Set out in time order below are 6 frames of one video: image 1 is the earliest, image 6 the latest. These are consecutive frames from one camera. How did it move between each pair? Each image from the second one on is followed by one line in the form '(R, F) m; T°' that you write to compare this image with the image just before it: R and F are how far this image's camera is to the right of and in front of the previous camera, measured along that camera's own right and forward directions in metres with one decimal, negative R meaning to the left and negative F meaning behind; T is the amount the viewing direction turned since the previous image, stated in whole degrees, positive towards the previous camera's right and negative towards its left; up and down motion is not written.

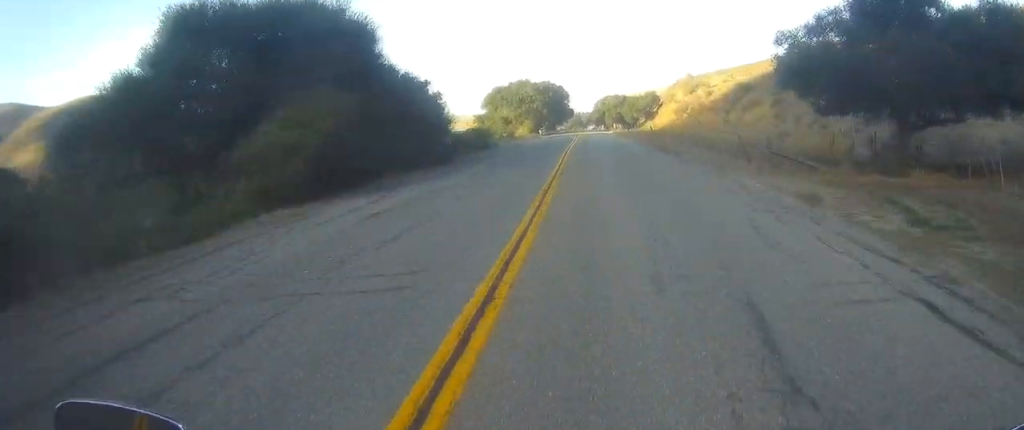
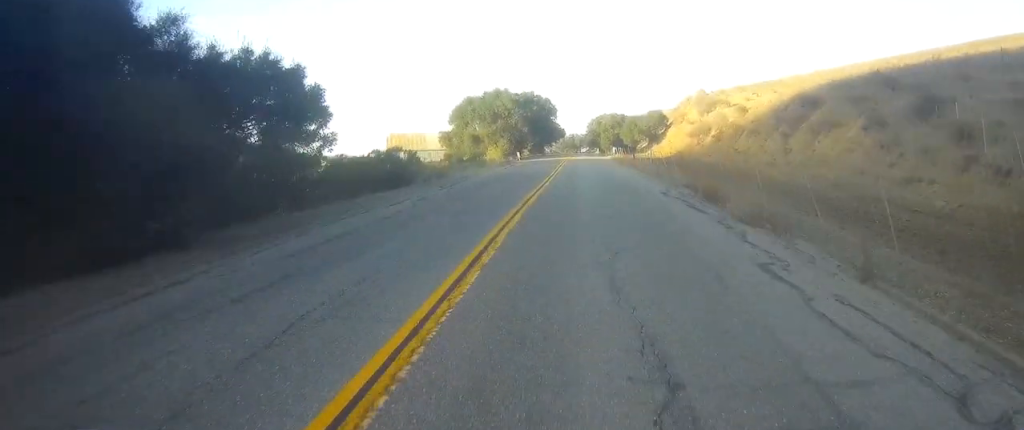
(+0.5, +22.5) m; +1°
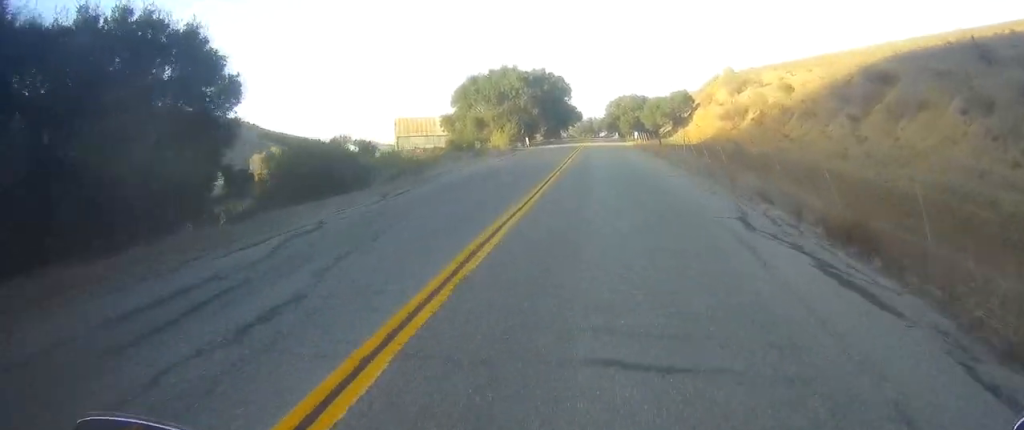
(0.0, +10.0) m; 0°
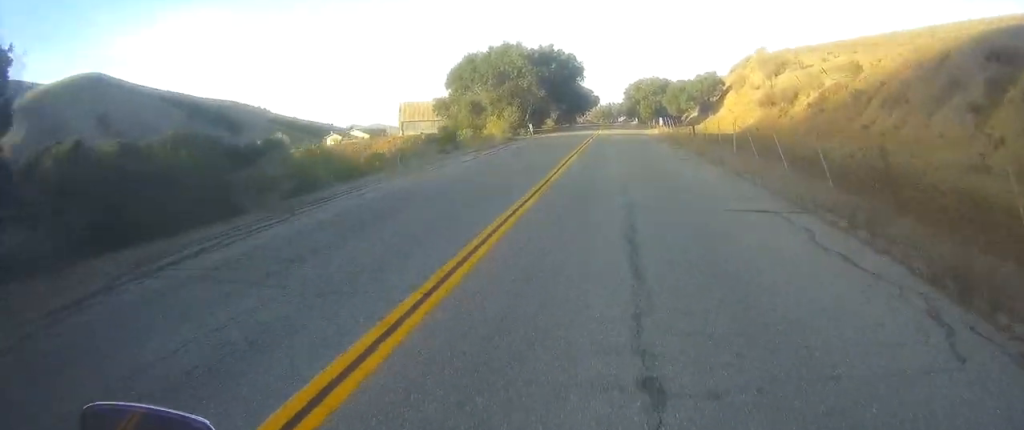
(-0.2, +11.7) m; 0°
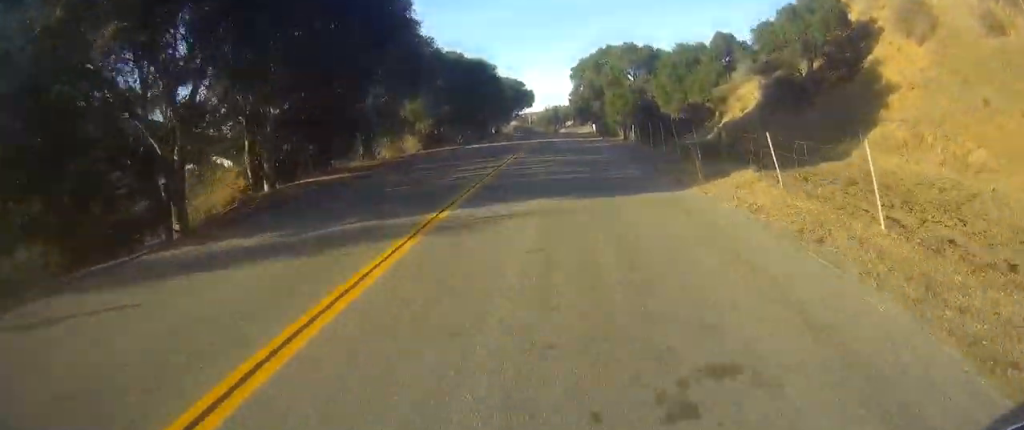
(+0.2, +56.6) m; 0°
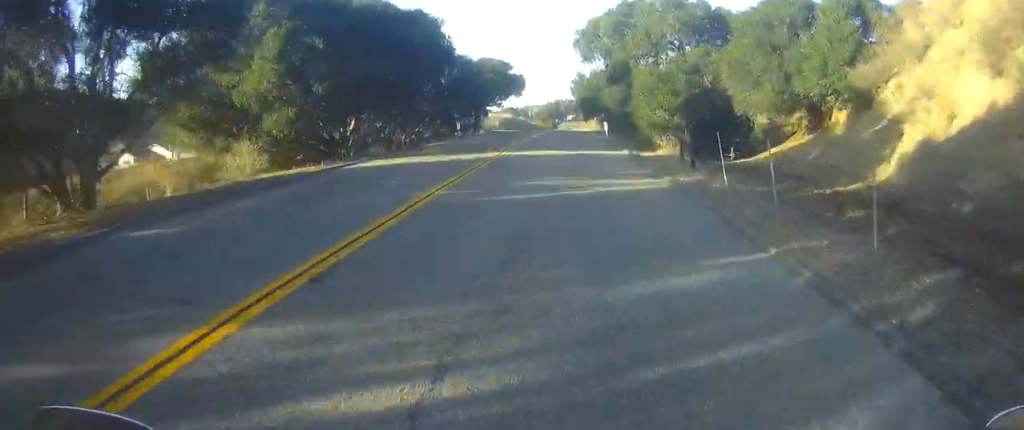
(-0.1, +24.5) m; -1°
